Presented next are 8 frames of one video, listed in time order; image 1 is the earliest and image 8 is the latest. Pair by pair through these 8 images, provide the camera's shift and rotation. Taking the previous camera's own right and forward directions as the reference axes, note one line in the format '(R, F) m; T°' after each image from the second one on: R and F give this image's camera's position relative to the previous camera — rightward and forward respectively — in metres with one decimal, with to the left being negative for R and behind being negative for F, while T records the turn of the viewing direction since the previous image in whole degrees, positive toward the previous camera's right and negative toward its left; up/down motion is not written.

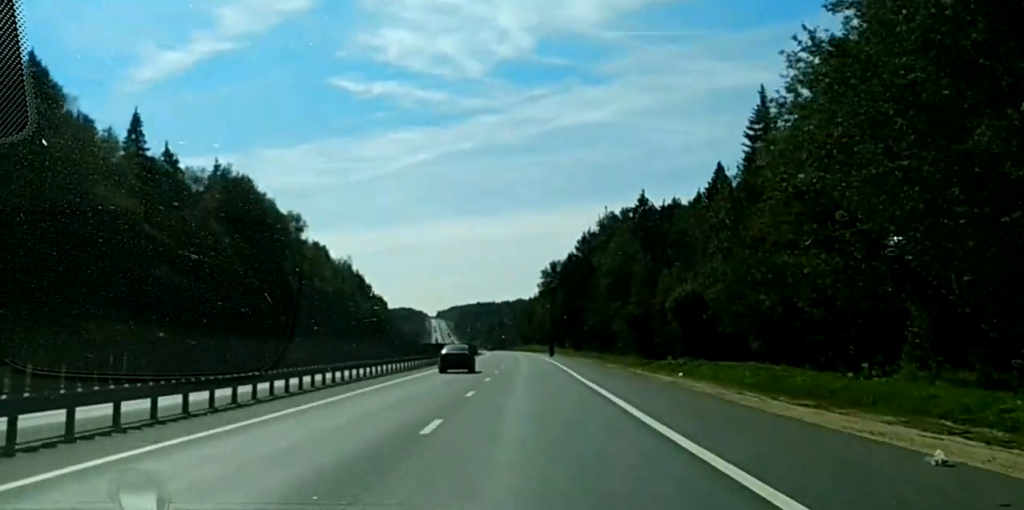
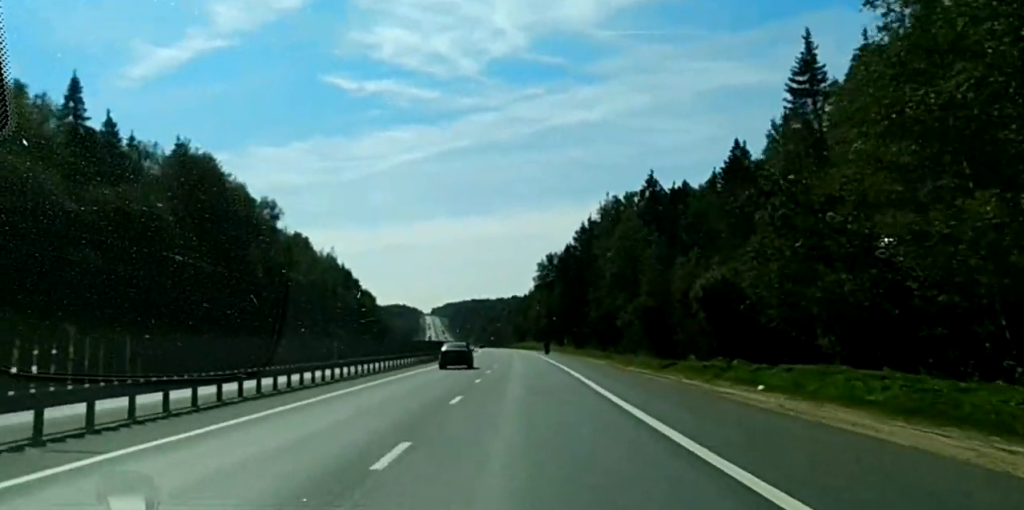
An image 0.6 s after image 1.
(-0.1, +16.3) m; 0°
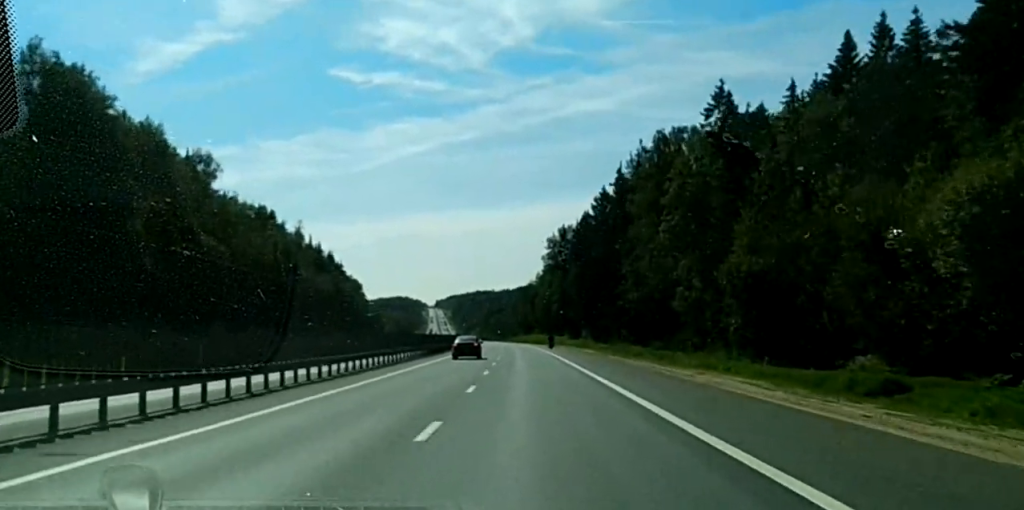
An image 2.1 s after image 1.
(+0.3, +44.2) m; +1°
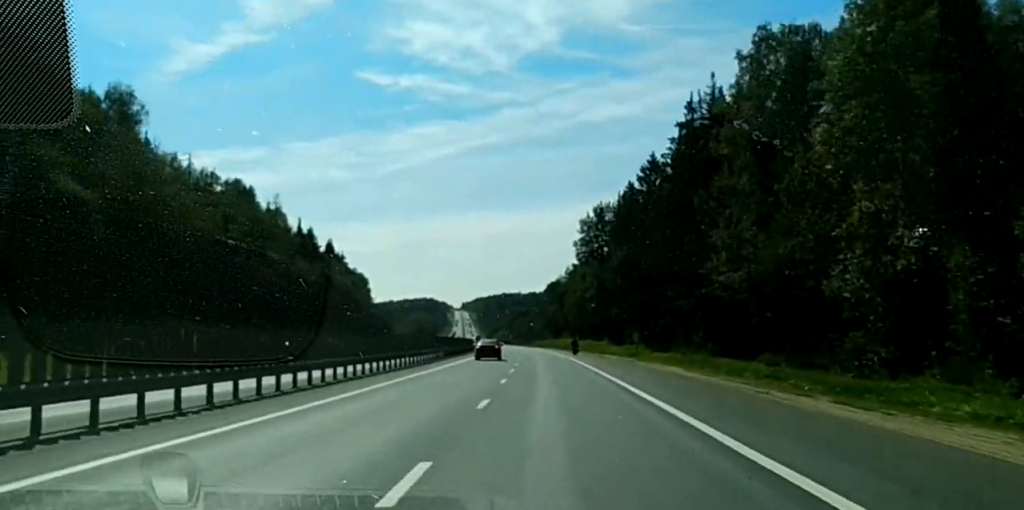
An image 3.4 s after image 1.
(+0.7, +38.8) m; +2°
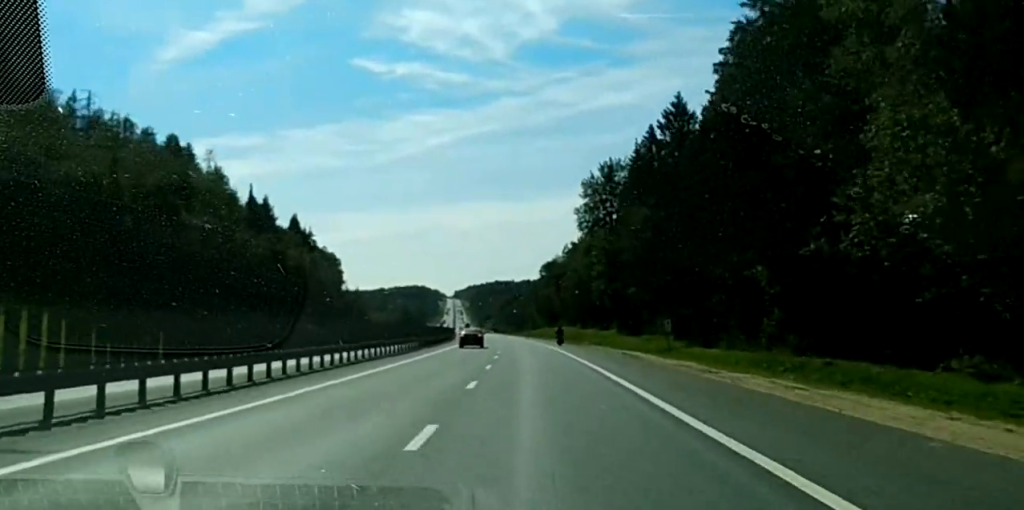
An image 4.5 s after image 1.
(+0.3, +29.8) m; +3°
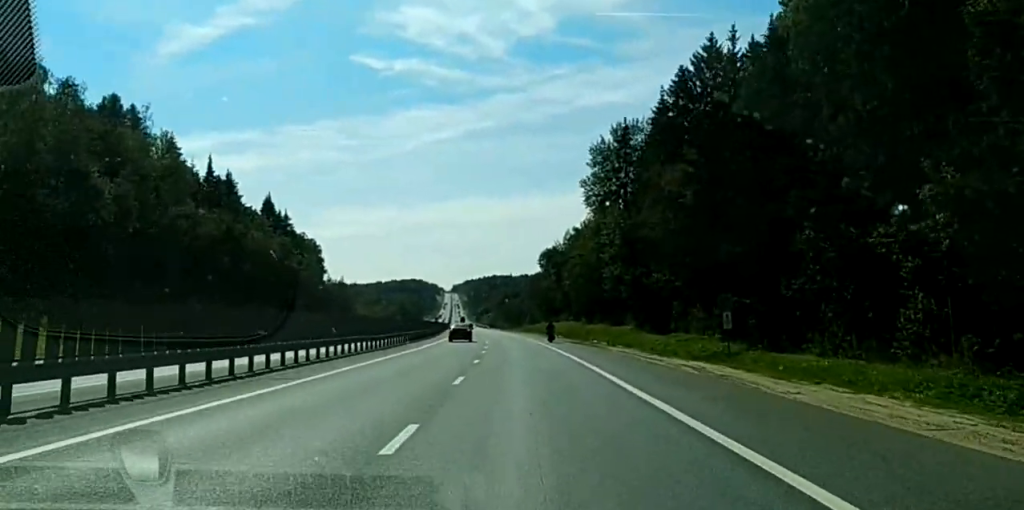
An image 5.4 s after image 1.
(+1.3, +22.8) m; +1°
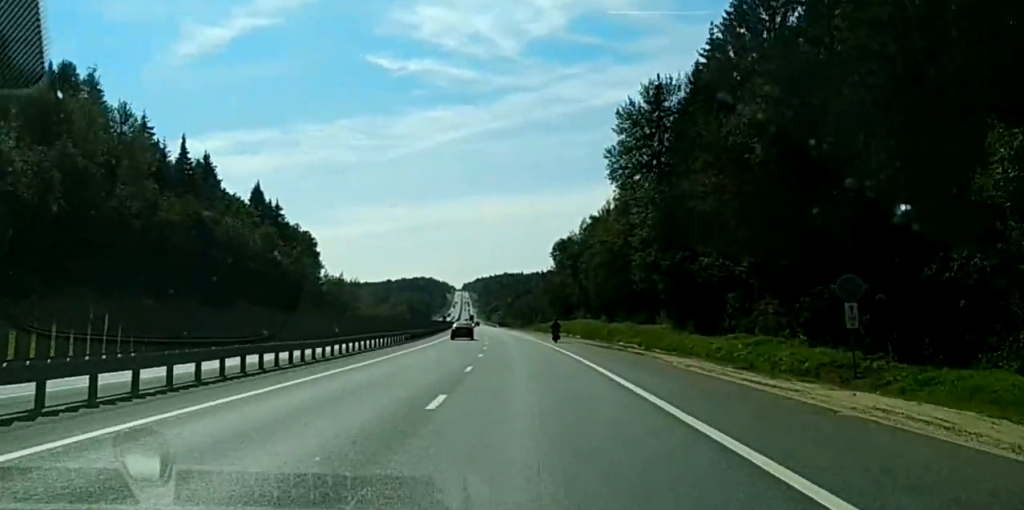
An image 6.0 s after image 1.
(-0.7, +16.3) m; -2°
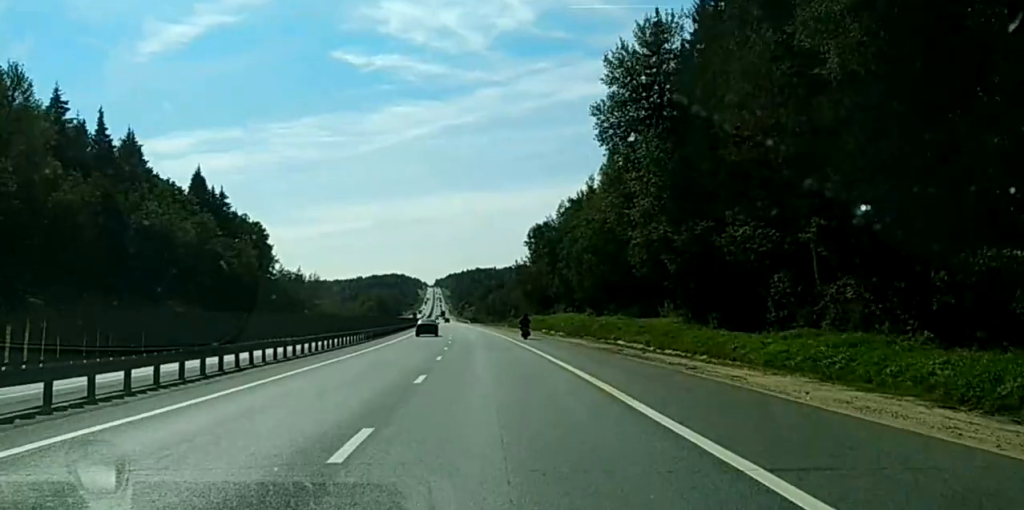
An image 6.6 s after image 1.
(-0.3, +16.5) m; -2°
